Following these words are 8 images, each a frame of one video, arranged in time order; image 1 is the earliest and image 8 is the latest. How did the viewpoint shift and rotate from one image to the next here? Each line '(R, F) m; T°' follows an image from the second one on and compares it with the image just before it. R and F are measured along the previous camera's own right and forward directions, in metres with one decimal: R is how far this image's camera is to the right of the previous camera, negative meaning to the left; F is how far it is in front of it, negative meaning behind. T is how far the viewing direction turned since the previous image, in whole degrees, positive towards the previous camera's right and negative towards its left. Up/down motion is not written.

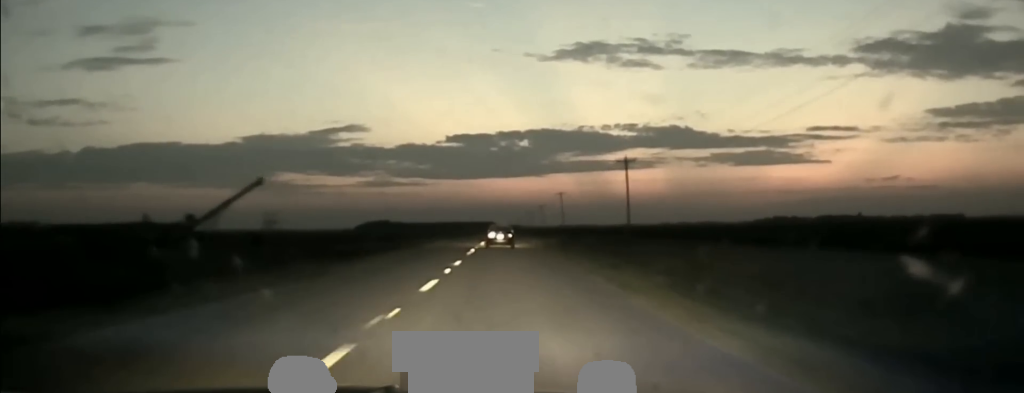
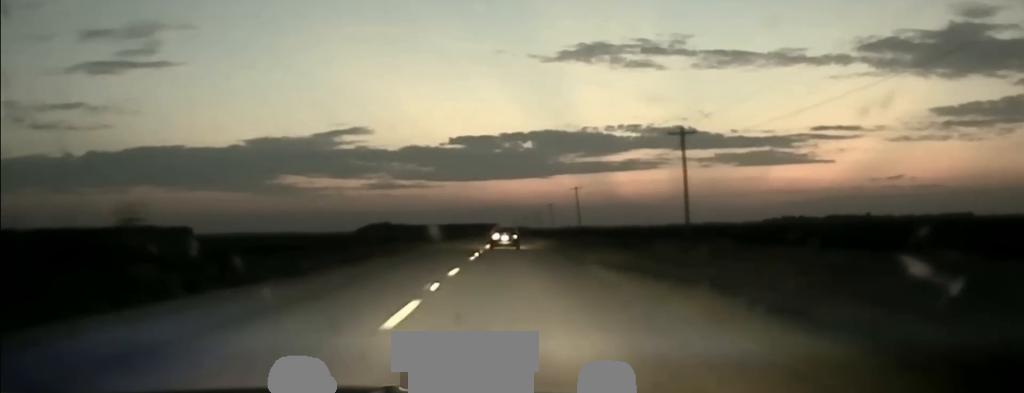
(-0.2, +29.4) m; 0°
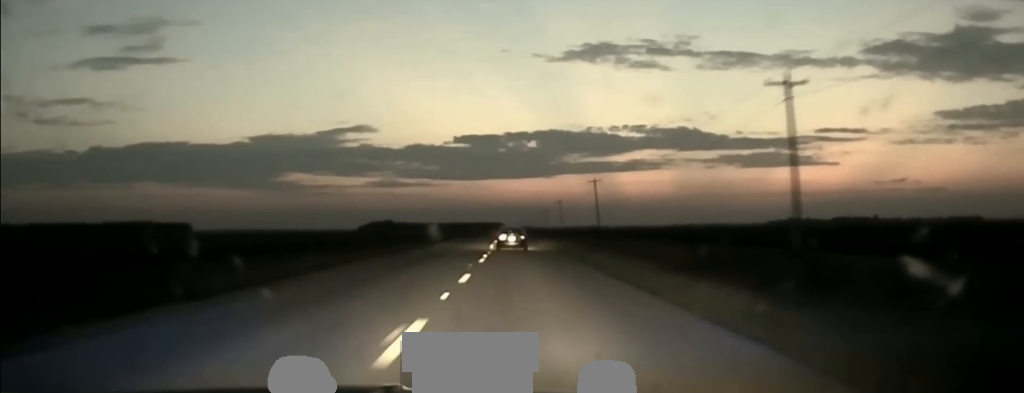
(0.0, +24.2) m; 0°
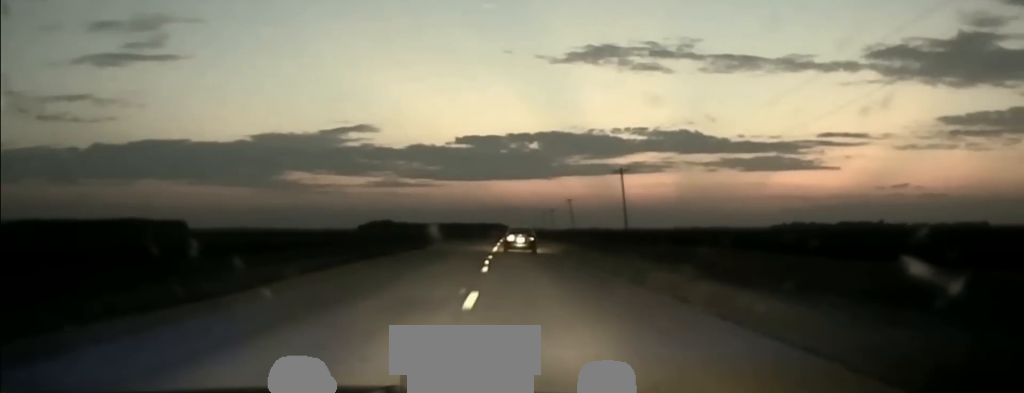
(-0.1, +28.5) m; 0°
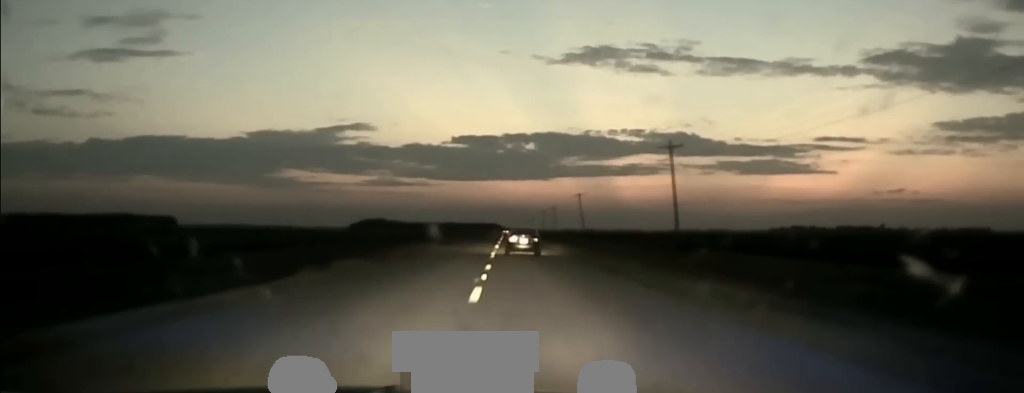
(-0.3, +34.6) m; 0°
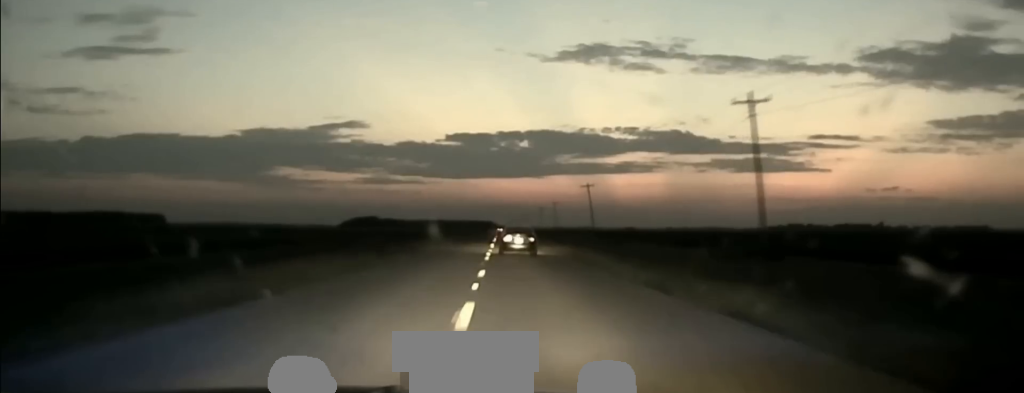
(+0.4, +27.9) m; +1°
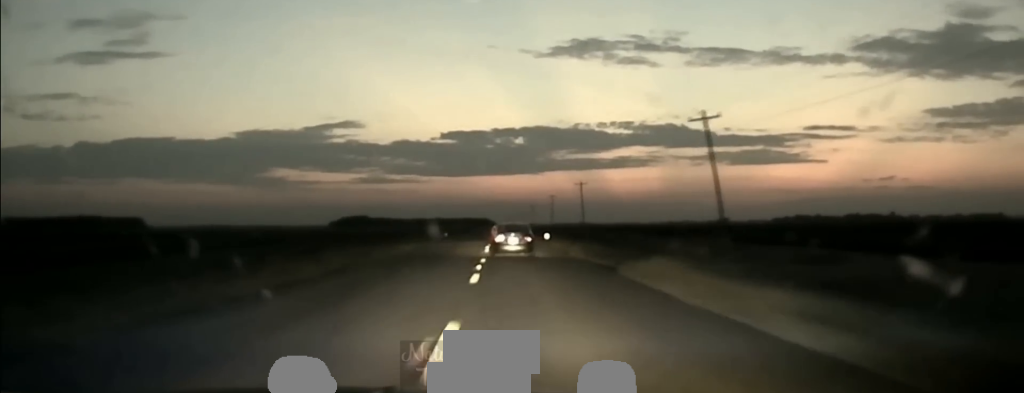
(+0.5, +87.4) m; 0°
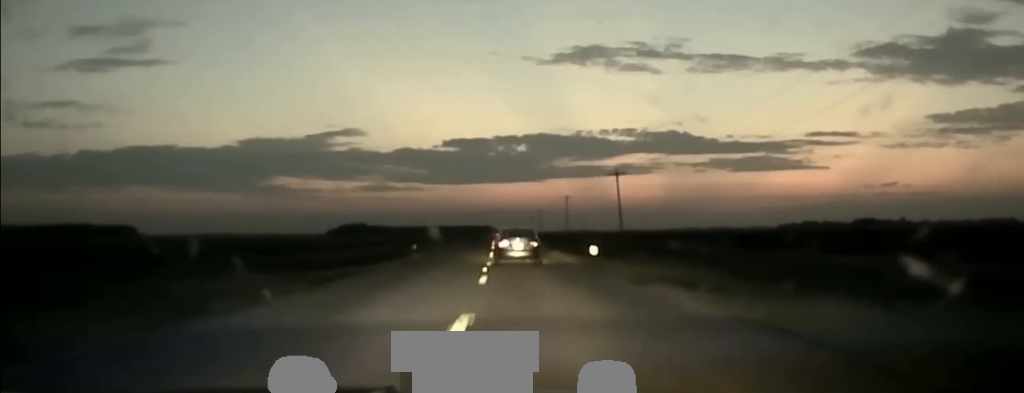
(0.0, +47.2) m; 0°
